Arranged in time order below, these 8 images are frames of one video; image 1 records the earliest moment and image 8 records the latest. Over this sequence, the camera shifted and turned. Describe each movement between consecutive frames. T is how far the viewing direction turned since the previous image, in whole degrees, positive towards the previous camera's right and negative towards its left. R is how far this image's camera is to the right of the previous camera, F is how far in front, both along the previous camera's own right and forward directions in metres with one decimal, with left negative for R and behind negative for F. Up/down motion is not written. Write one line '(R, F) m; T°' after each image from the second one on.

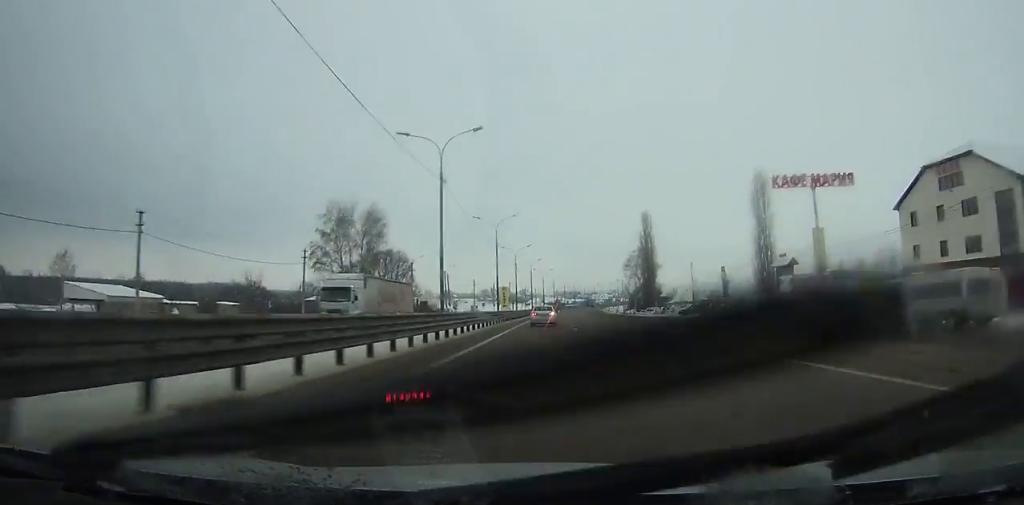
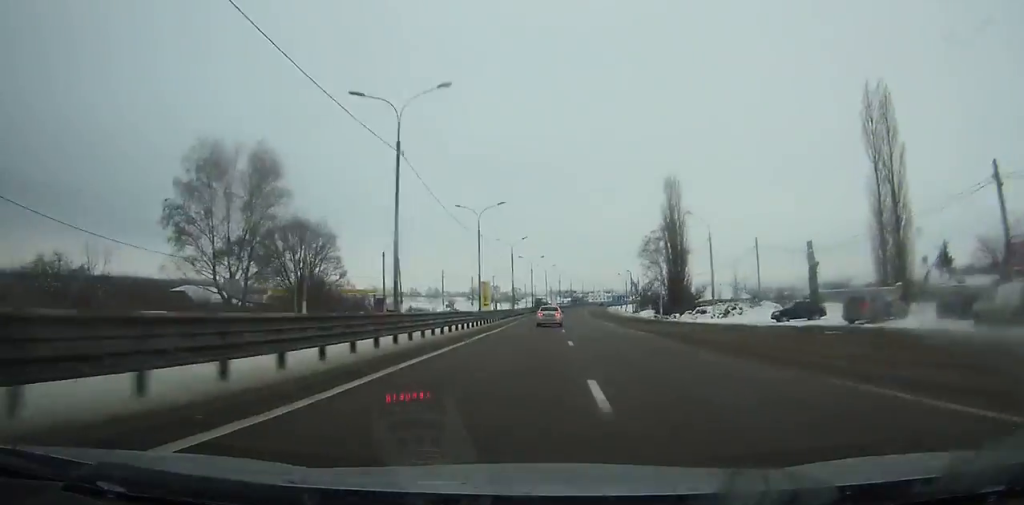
(0.0, +37.9) m; +1°
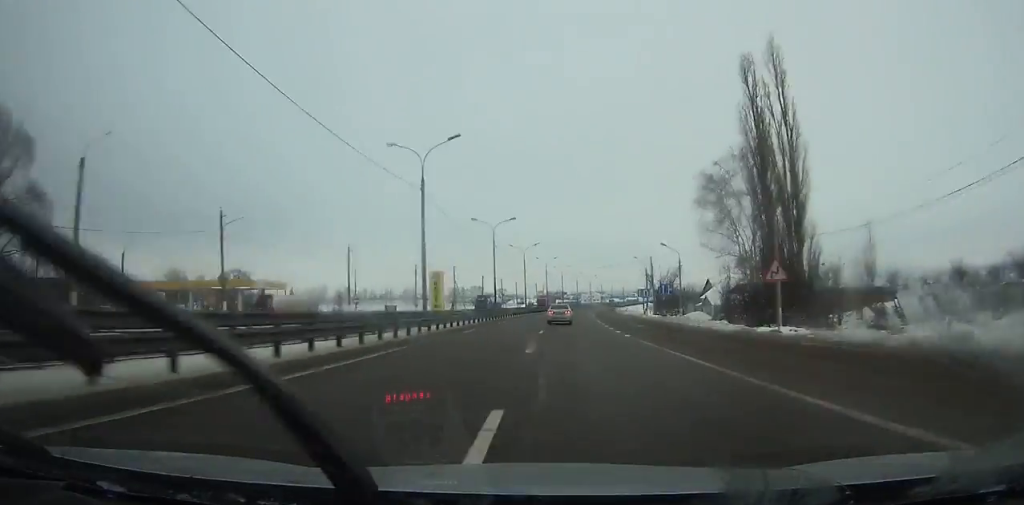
(+0.4, +49.5) m; +2°
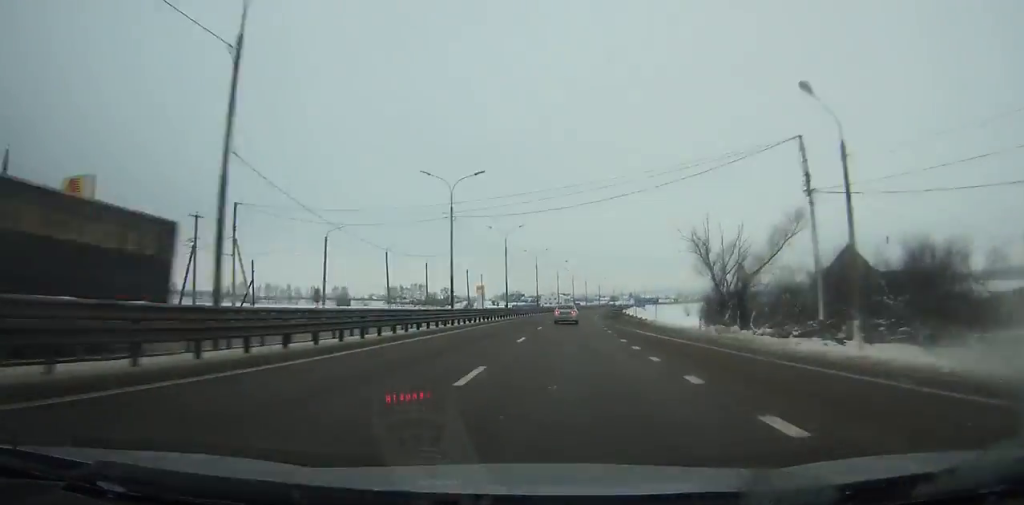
(+2.0, +77.8) m; +4°
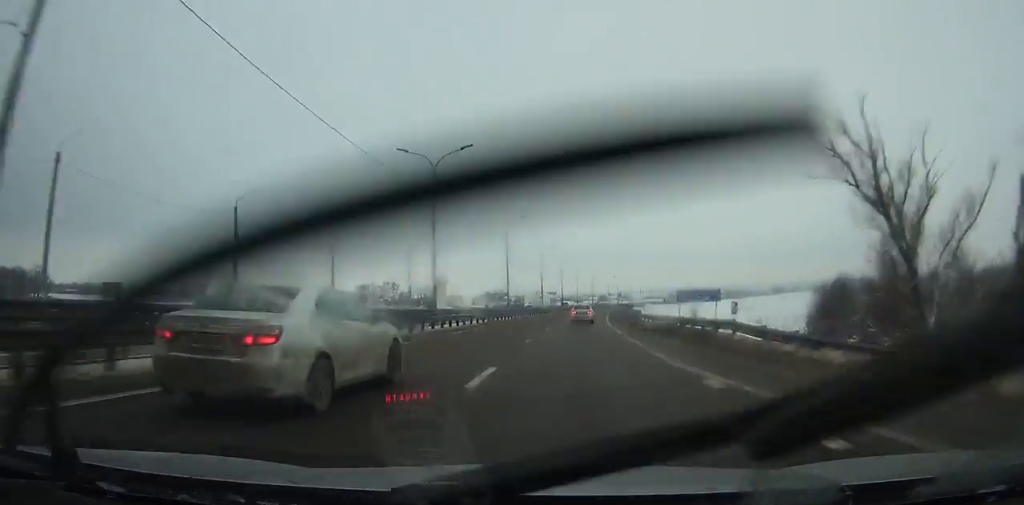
(-0.3, +37.4) m; +2°
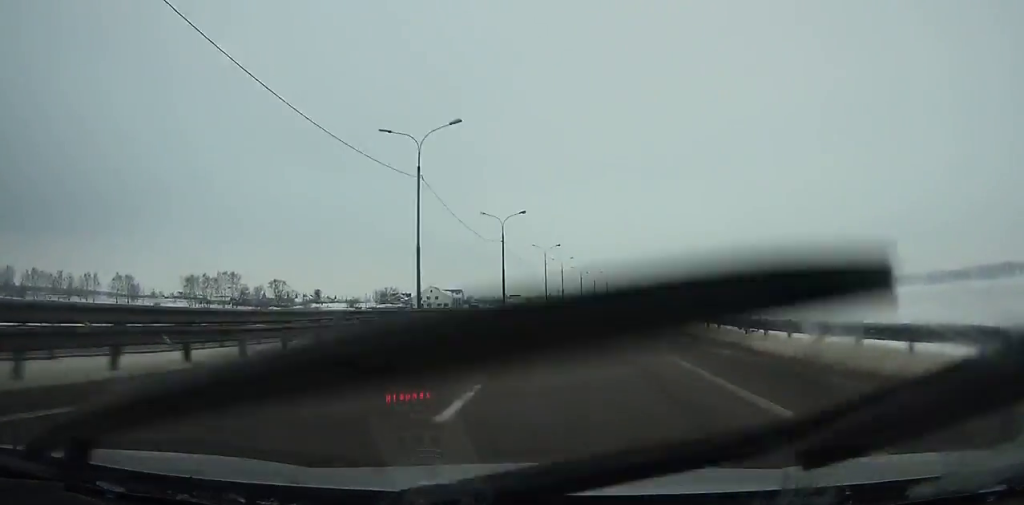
(+8.5, +122.6) m; +7°
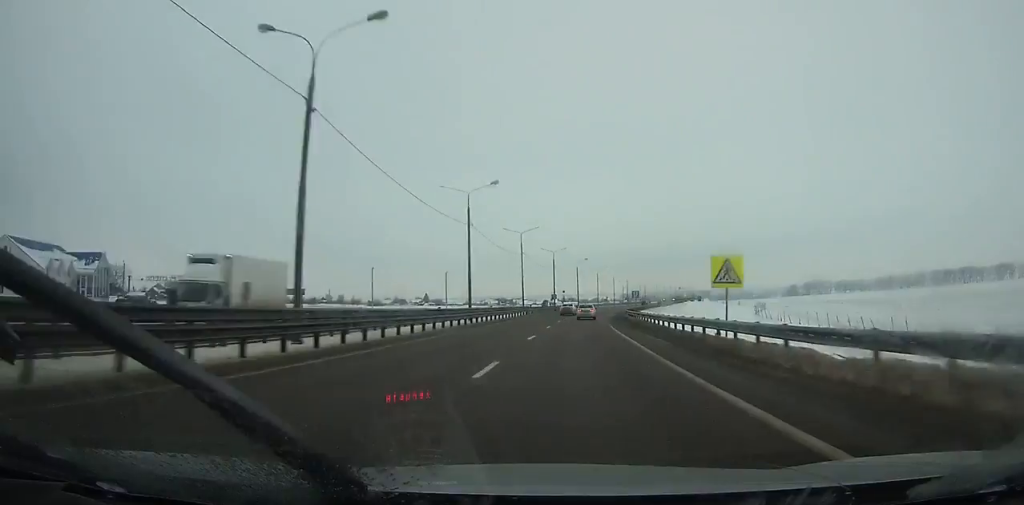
(+13.8, +164.4) m; +11°
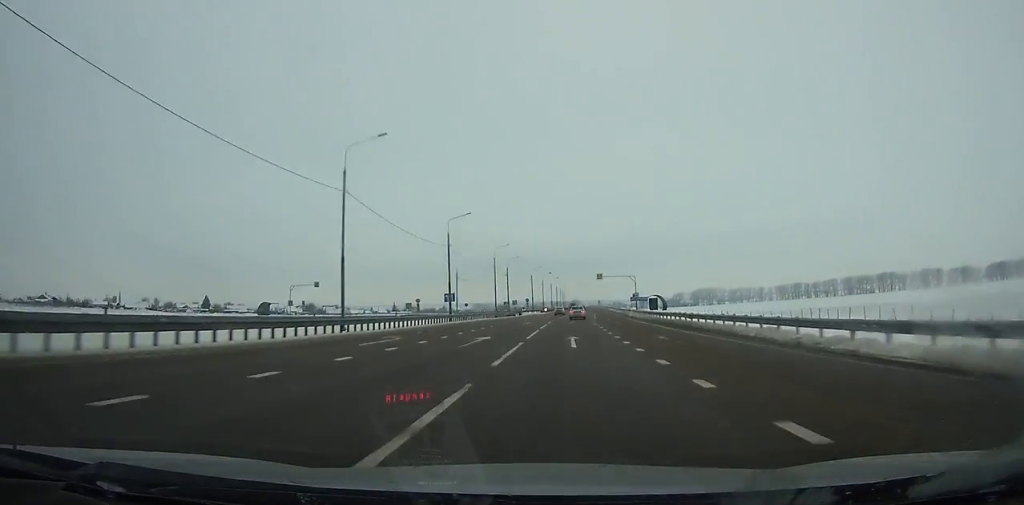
(+18.2, +159.6) m; +11°
